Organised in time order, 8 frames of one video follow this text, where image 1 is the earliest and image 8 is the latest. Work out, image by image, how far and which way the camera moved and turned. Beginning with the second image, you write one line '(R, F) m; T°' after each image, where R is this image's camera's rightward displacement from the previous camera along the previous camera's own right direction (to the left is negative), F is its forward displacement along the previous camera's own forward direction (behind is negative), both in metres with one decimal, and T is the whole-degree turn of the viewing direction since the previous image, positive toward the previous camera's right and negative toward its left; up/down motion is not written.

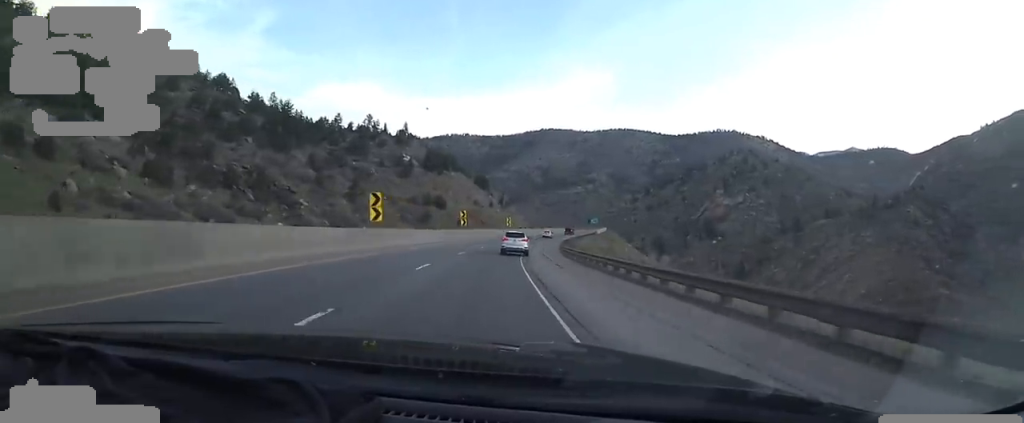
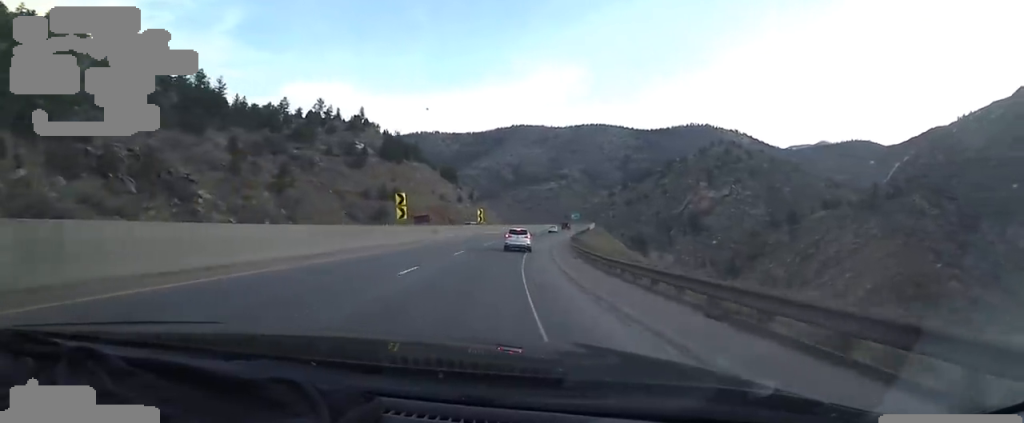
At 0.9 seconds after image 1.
(+1.4, +26.1) m; +3°
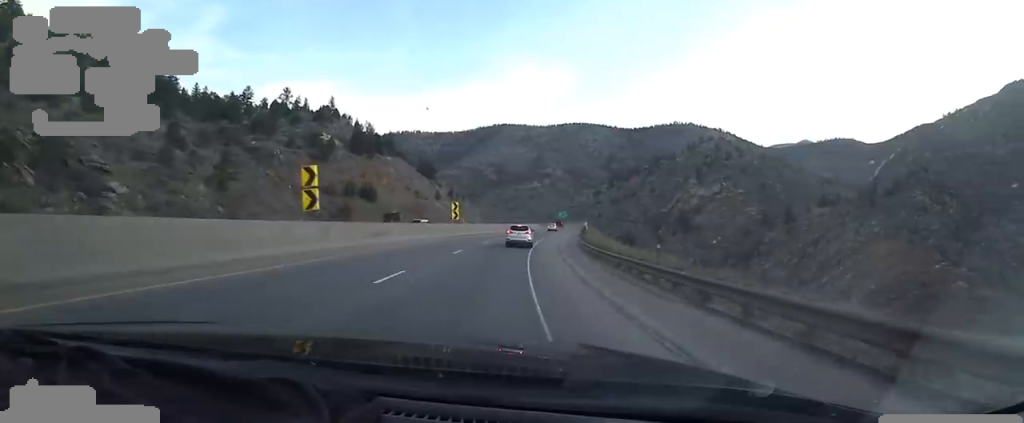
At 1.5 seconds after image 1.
(0.0, +14.9) m; +2°
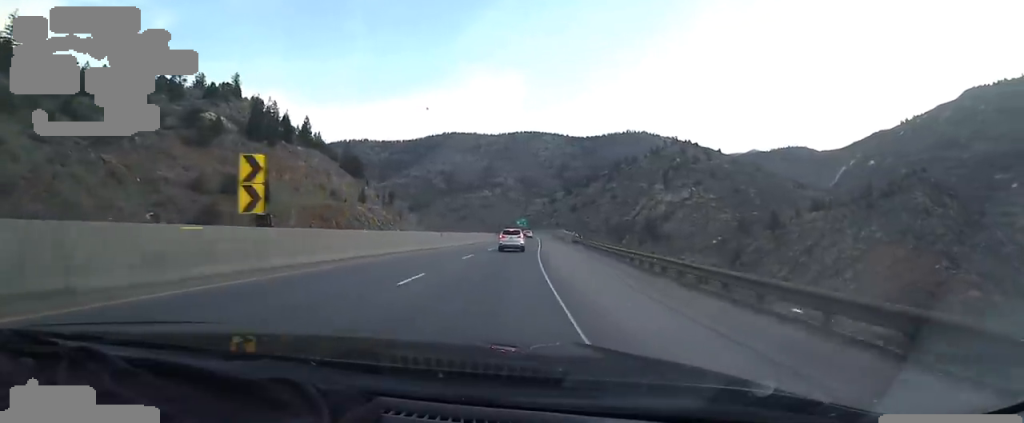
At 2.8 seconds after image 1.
(+2.1, +35.8) m; +6°
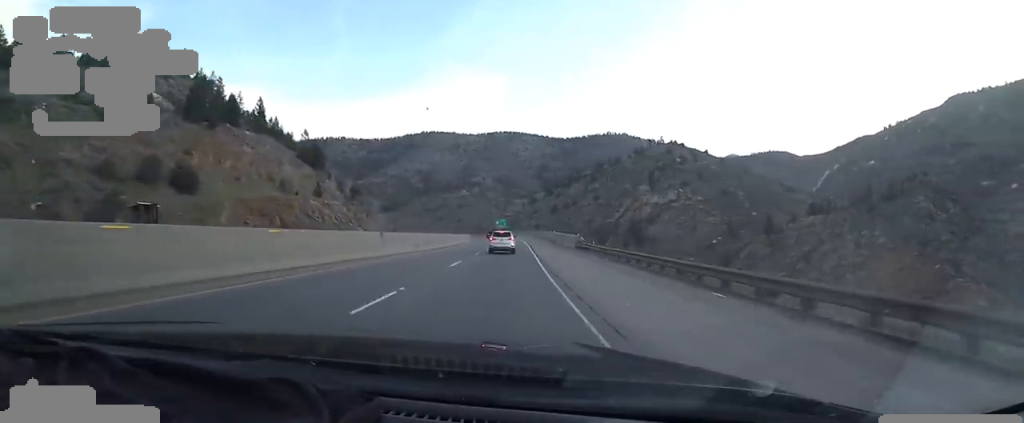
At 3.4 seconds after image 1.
(+0.3, +16.3) m; +2°
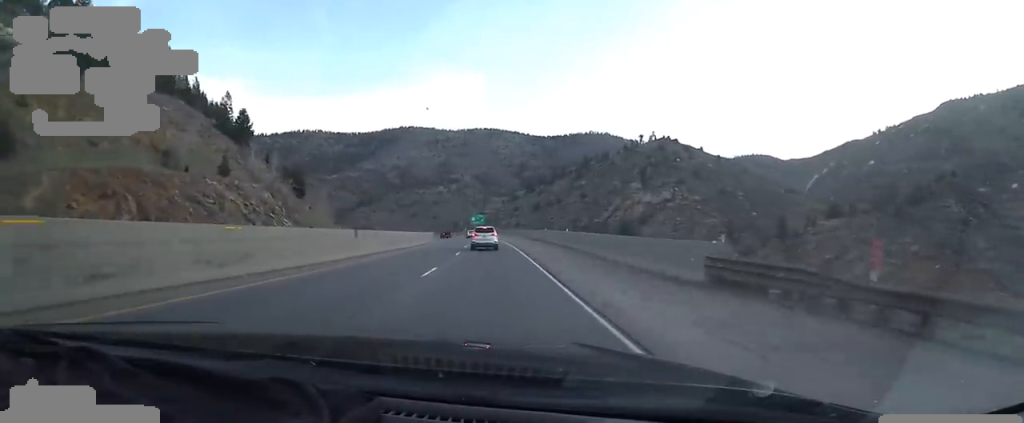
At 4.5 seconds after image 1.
(+0.6, +29.6) m; +3°
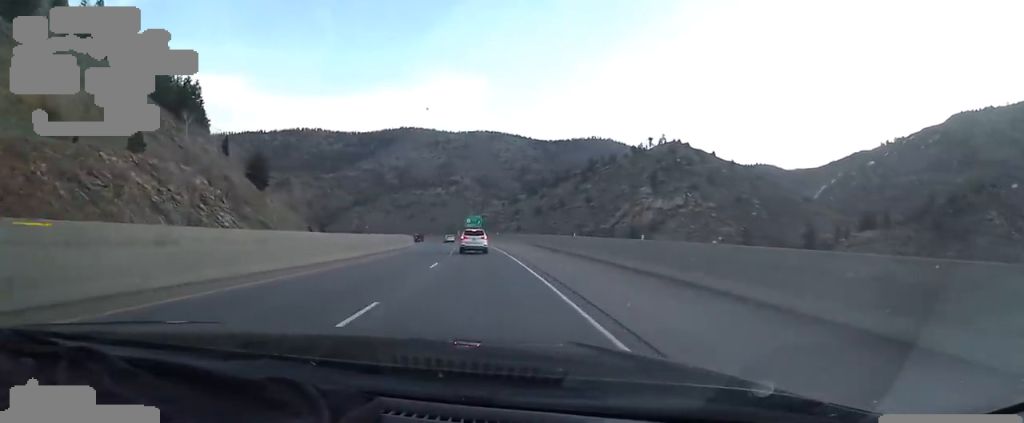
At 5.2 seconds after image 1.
(+0.5, +20.5) m; +1°
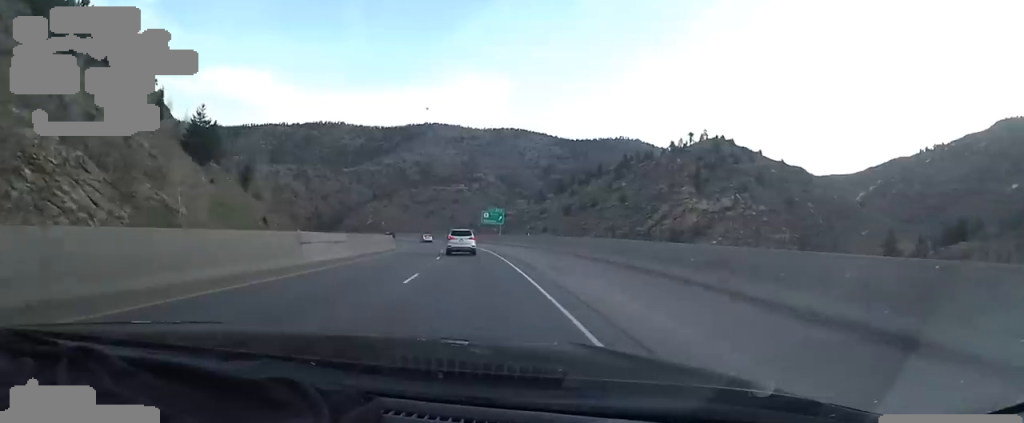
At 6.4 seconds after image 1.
(-0.6, +30.6) m; -4°
